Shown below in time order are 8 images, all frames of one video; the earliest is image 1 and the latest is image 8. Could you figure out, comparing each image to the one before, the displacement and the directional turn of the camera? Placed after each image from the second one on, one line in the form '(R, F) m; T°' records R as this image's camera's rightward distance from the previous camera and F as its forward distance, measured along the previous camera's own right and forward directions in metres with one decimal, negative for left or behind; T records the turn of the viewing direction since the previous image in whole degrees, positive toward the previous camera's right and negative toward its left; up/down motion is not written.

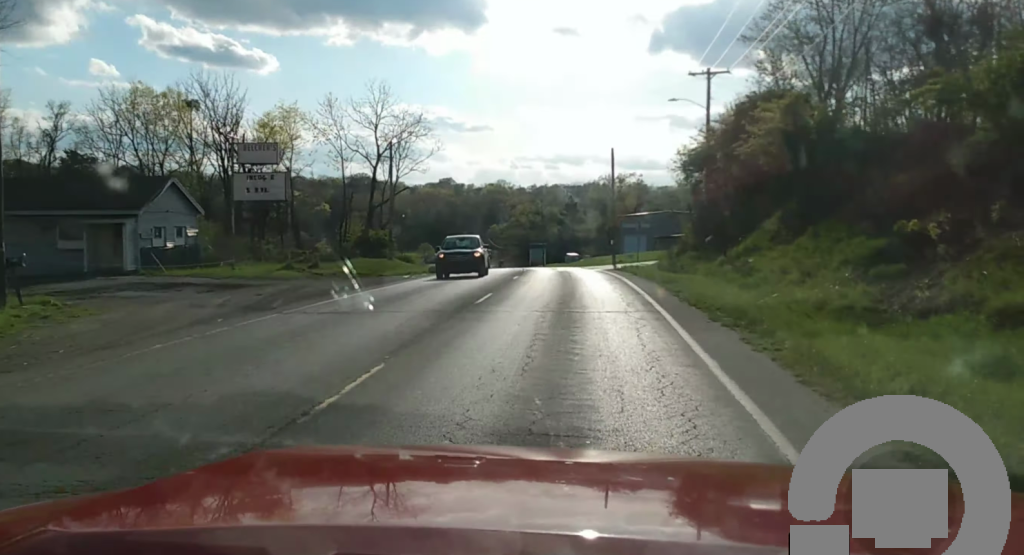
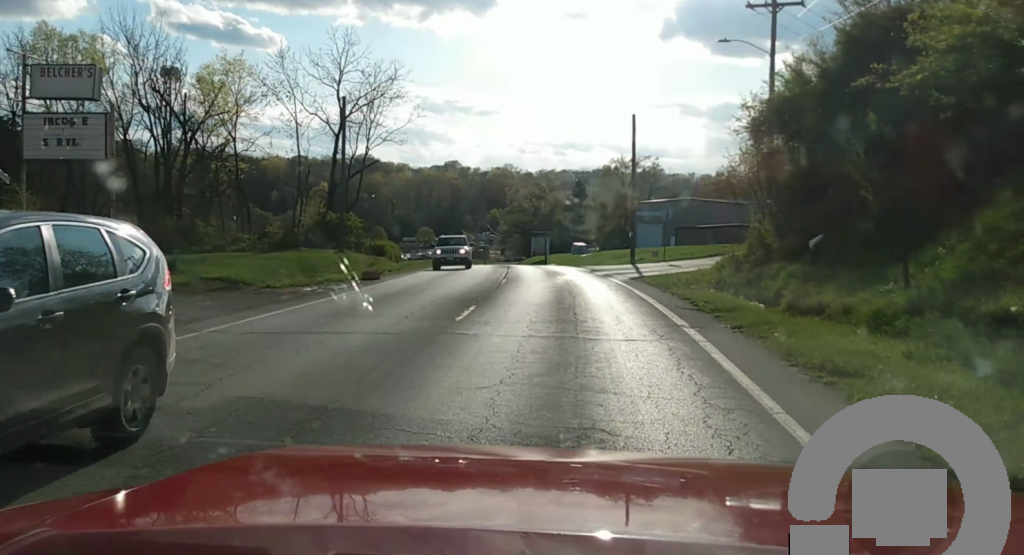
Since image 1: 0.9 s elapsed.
(0.0, +17.0) m; -1°
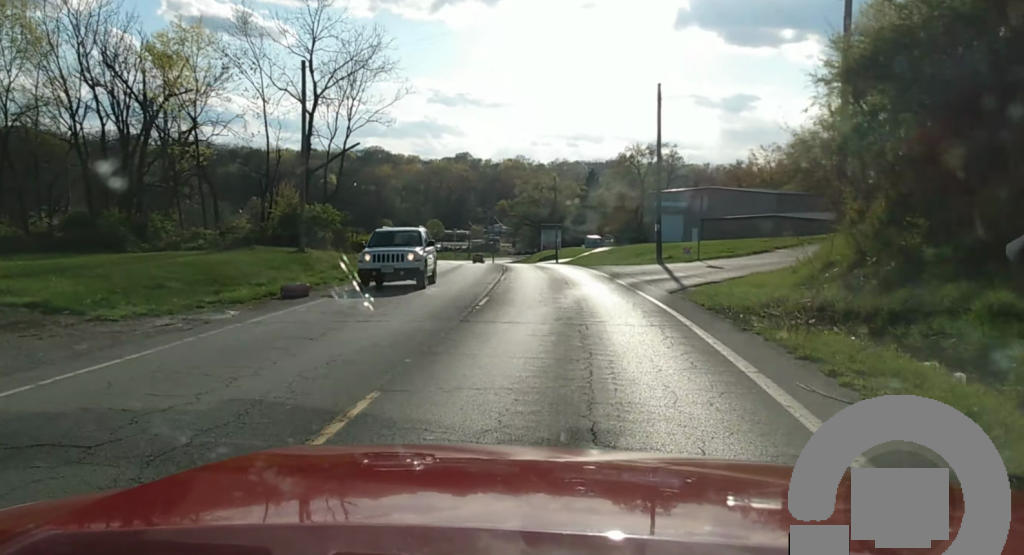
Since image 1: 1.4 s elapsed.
(0.0, +10.1) m; -1°
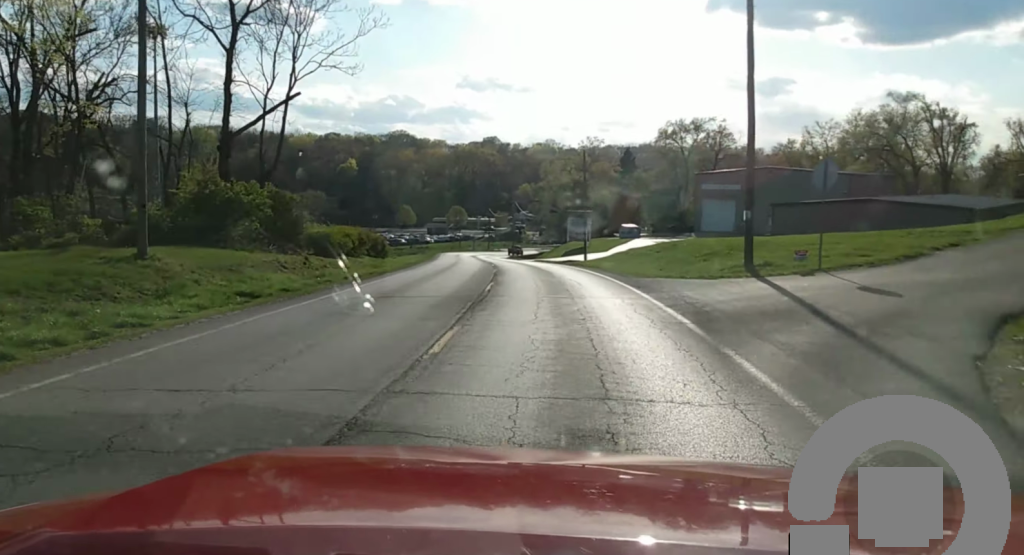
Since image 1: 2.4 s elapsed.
(-0.3, +18.6) m; -2°
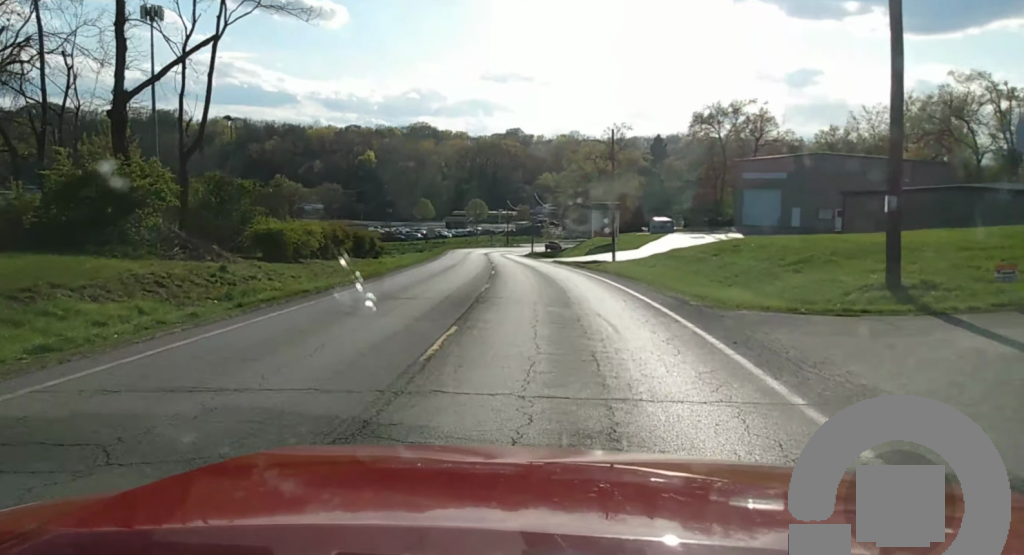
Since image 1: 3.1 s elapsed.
(-0.1, +13.0) m; 0°
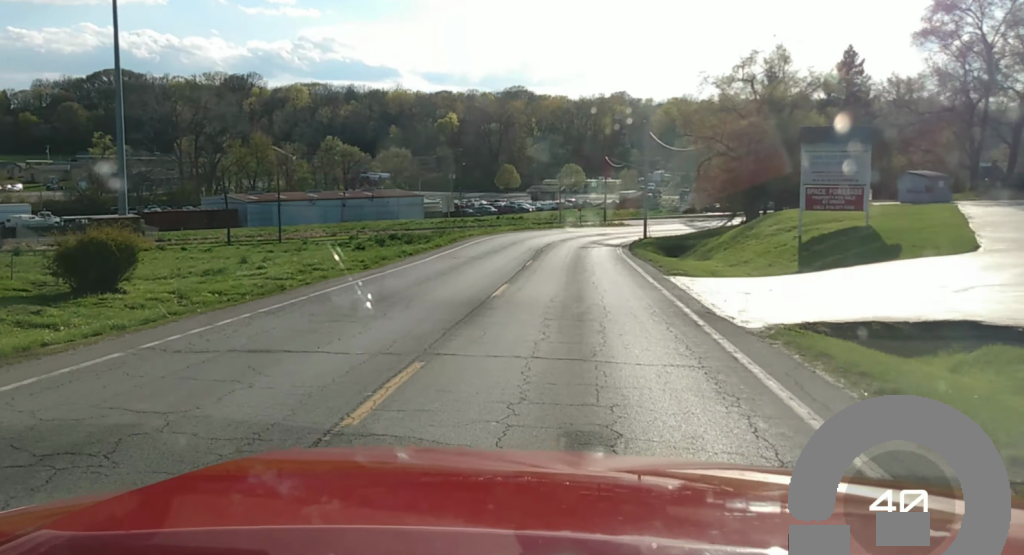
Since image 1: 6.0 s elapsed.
(-3.3, +52.5) m; -6°
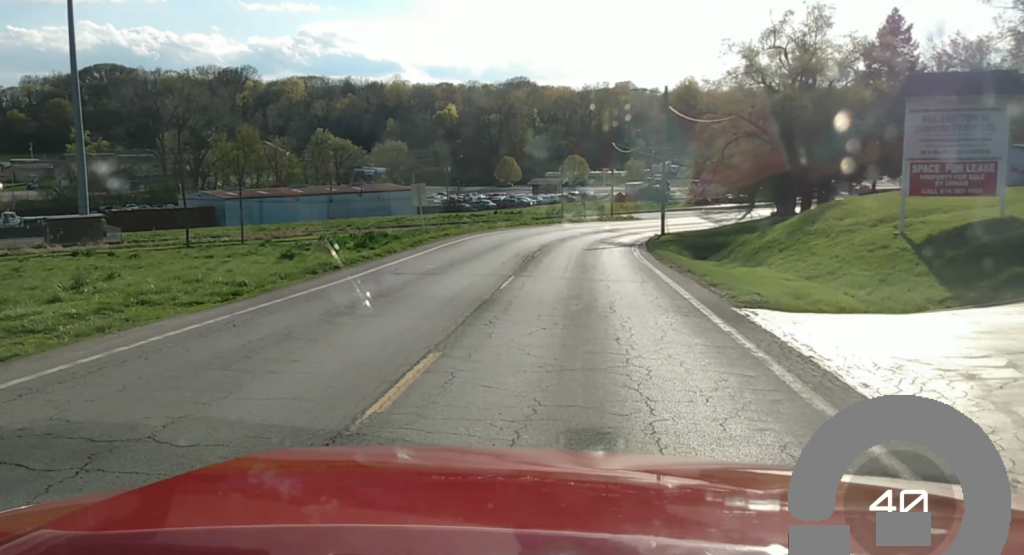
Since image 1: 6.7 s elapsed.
(0.0, +11.8) m; 0°
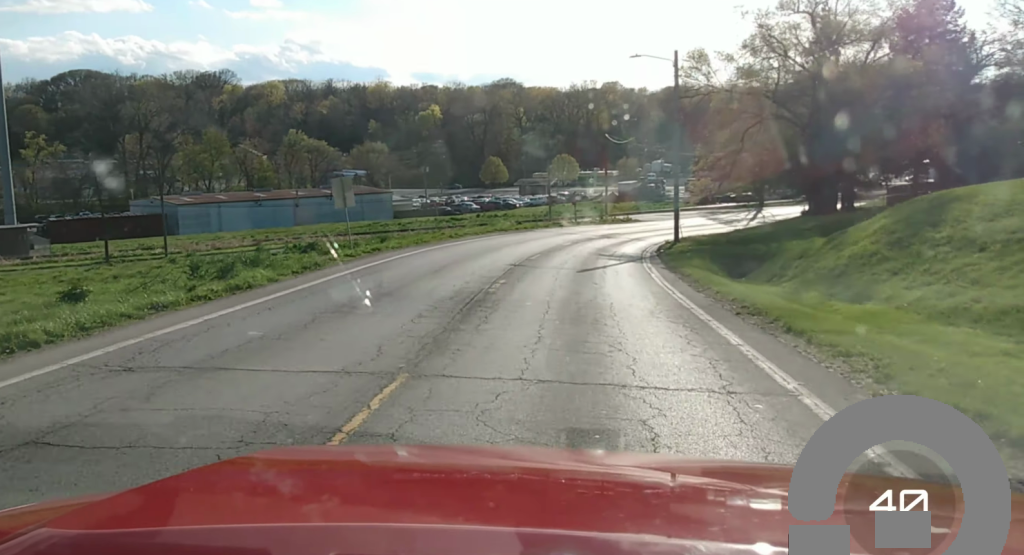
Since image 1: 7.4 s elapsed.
(0.0, +13.0) m; 0°
